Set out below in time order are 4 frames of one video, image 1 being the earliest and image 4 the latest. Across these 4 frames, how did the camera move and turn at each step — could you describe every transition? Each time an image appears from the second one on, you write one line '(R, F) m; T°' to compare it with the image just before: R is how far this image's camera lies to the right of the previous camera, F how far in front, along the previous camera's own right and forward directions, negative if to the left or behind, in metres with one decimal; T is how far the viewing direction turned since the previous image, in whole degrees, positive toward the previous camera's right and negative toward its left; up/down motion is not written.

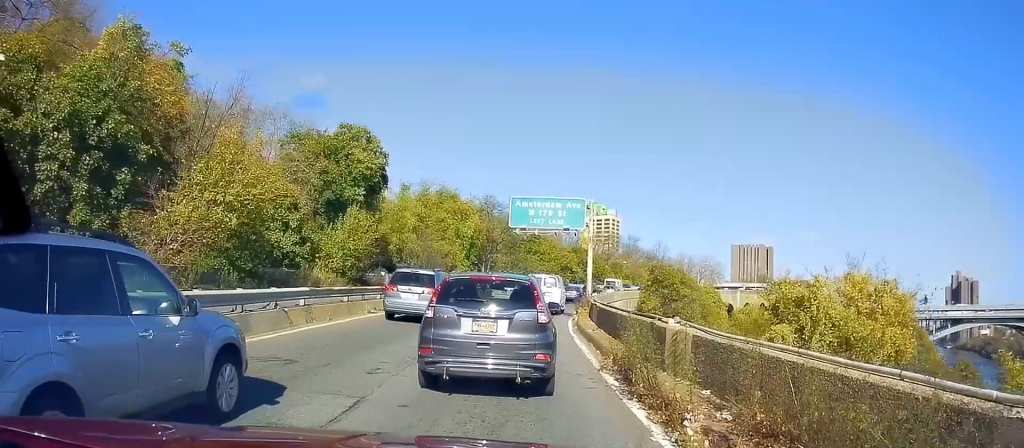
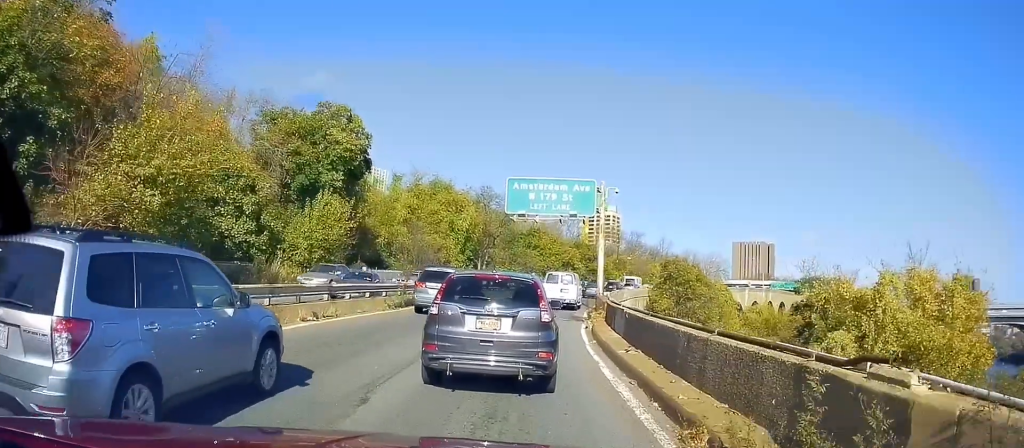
(-0.1, +6.2) m; 0°
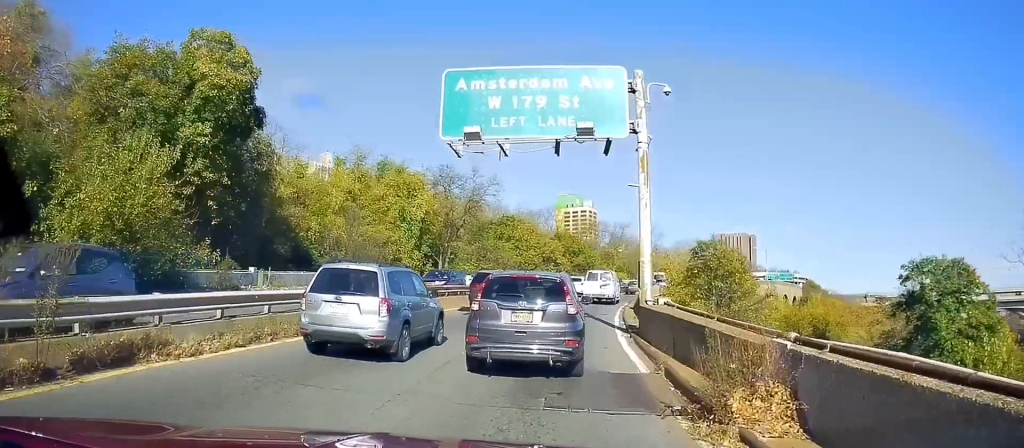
(+1.1, +18.5) m; +2°
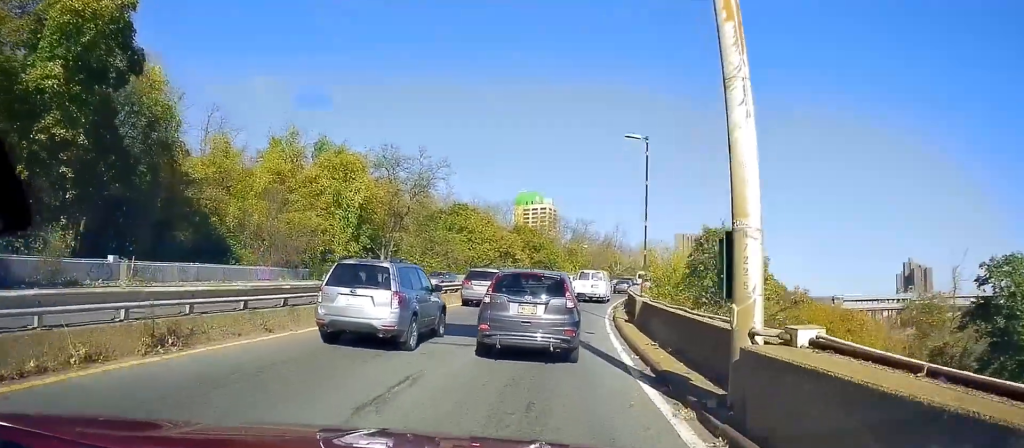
(+0.2, +9.7) m; +4°
